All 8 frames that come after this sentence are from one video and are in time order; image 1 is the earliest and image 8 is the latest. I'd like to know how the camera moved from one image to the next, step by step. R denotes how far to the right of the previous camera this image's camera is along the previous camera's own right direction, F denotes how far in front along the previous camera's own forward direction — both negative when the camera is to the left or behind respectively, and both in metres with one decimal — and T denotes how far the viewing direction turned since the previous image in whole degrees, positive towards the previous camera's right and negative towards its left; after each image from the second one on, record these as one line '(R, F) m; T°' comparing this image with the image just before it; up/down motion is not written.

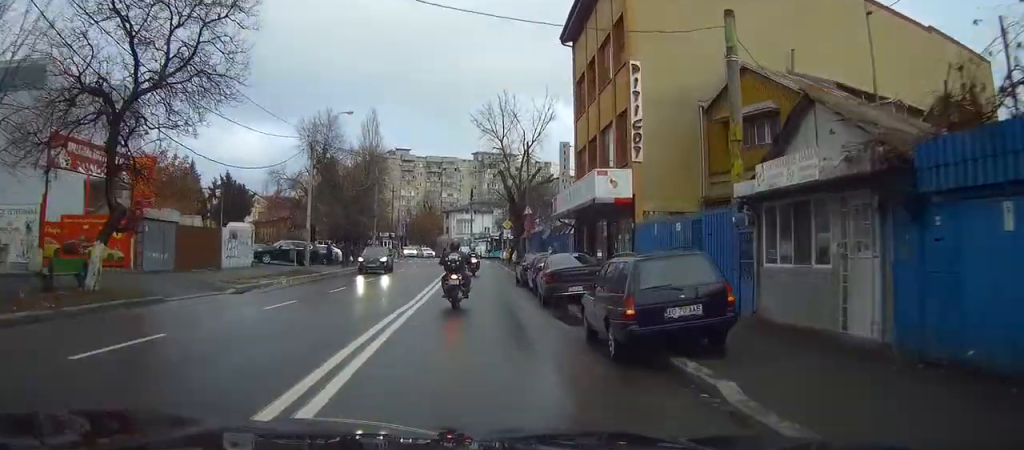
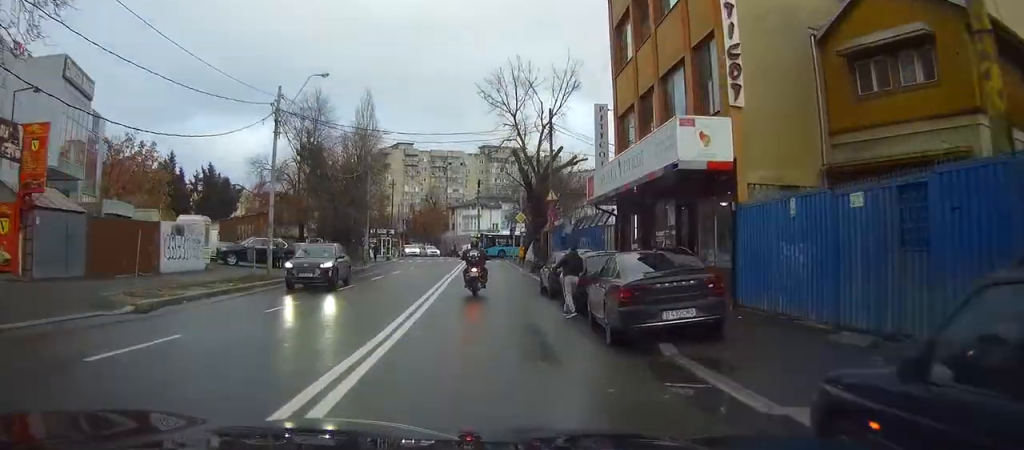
(+0.1, +8.8) m; -1°
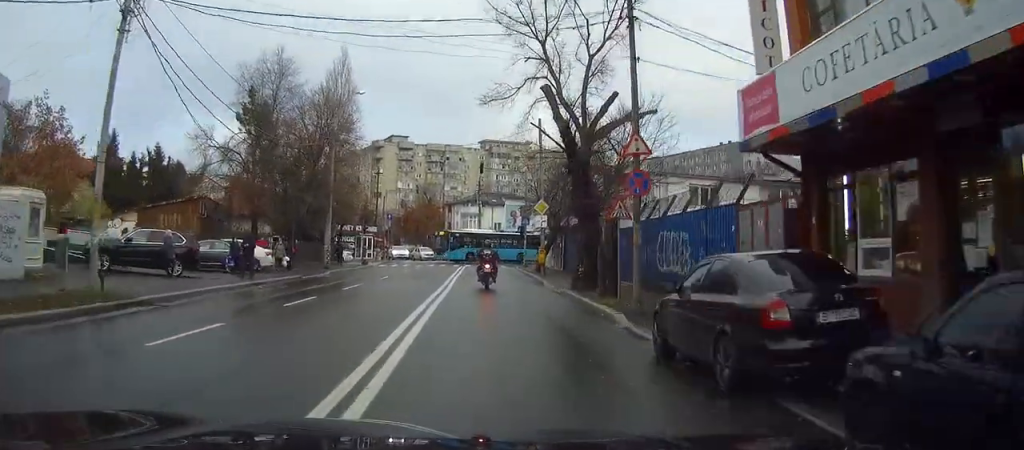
(-0.4, +15.9) m; 0°
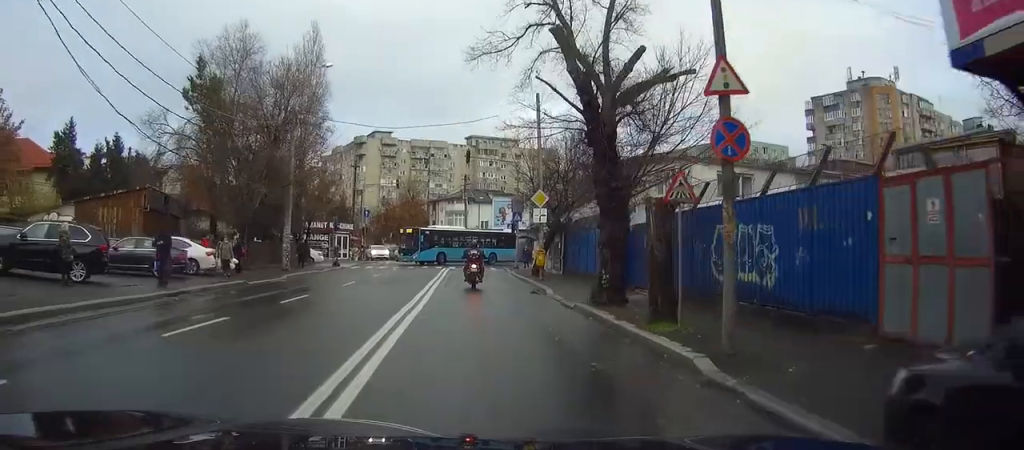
(0.0, +6.7) m; +1°
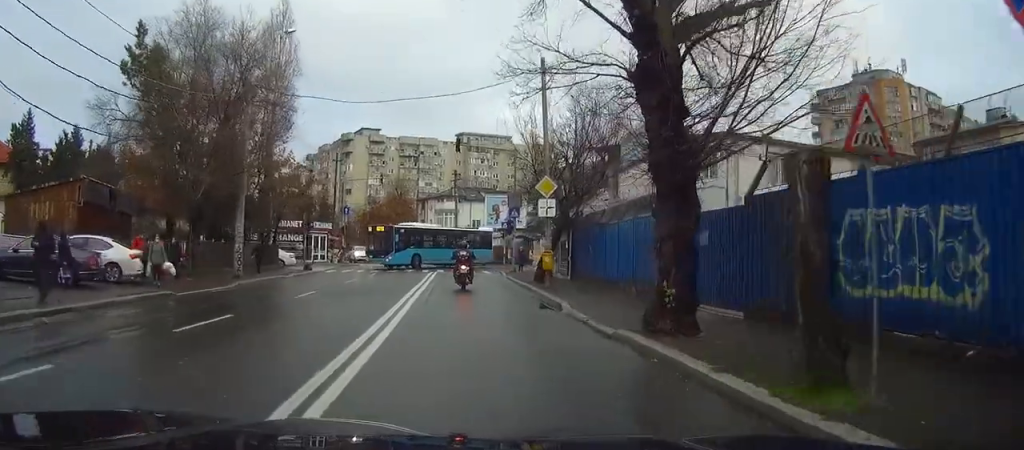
(+0.1, +6.5) m; +1°
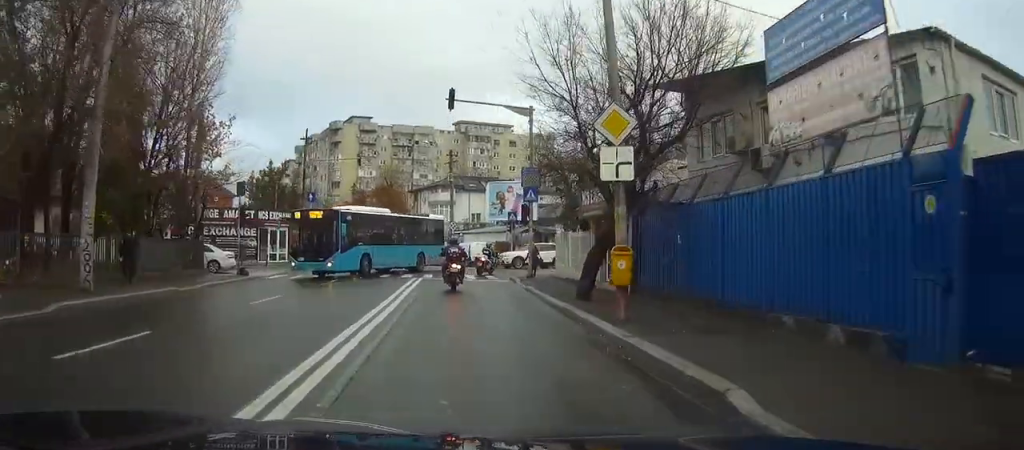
(+0.3, +12.9) m; +3°
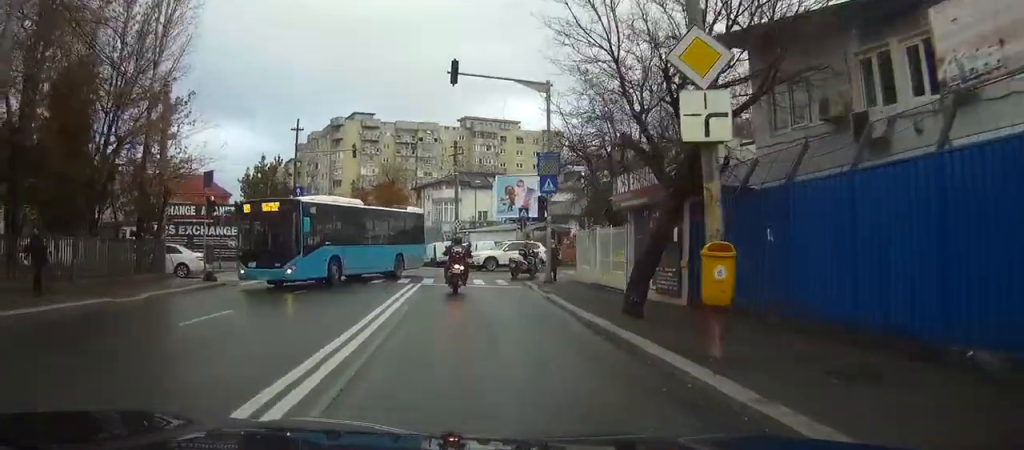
(+0.1, +5.0) m; 0°
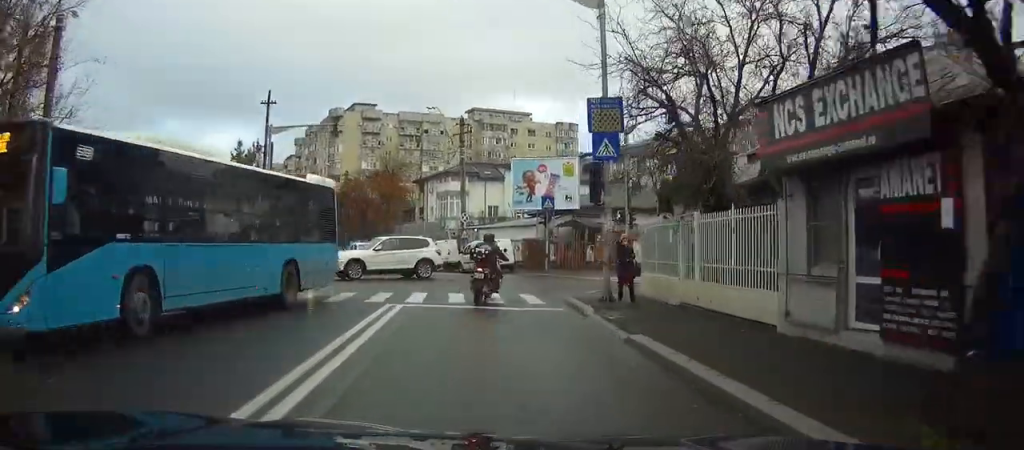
(-0.1, +10.4) m; -2°
